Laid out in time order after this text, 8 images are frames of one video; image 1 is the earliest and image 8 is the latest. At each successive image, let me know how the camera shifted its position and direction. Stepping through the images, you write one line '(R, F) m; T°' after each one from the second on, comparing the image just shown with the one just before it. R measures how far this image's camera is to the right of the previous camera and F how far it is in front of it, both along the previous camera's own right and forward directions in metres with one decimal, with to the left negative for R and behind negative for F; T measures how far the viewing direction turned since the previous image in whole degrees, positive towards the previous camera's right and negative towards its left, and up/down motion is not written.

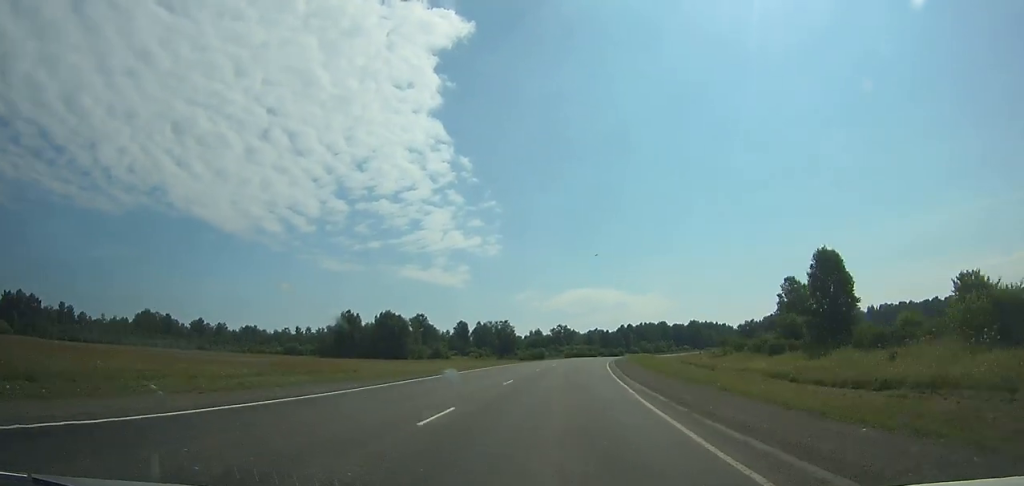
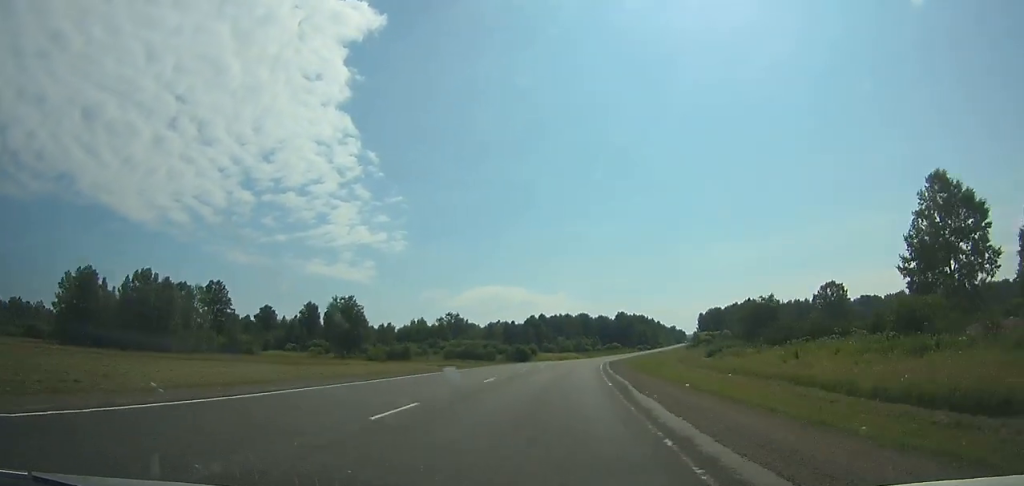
(+6.4, +96.8) m; +9°
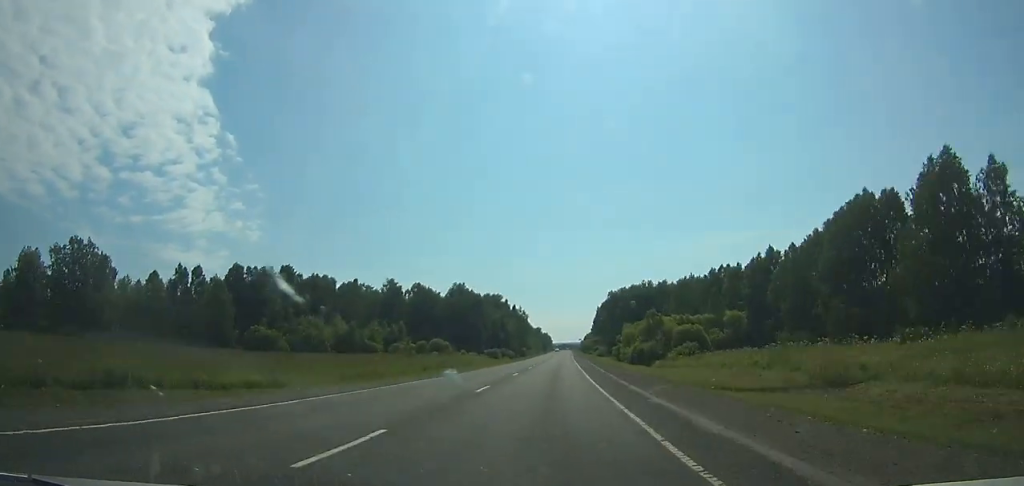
(+22.4, +170.9) m; +12°
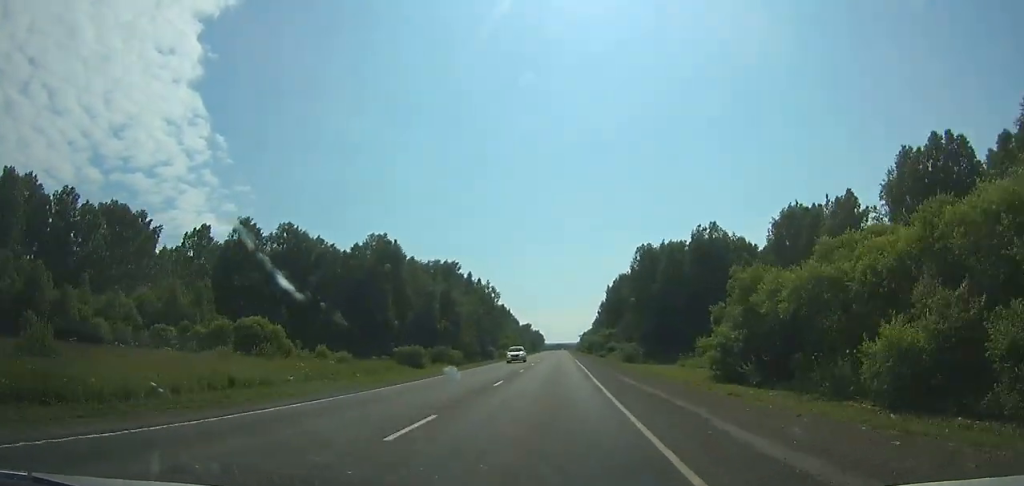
(+2.1, +82.8) m; +2°
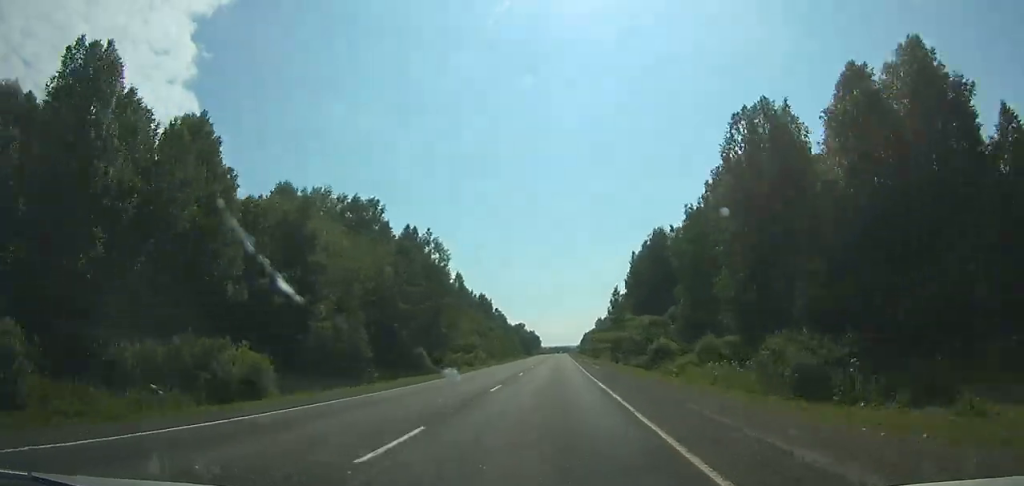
(+0.2, +62.2) m; 0°
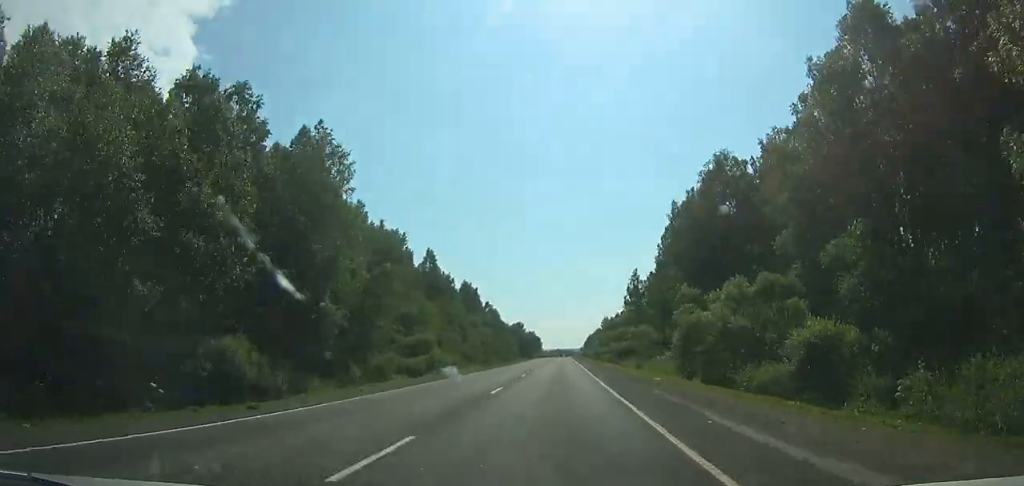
(0.0, +37.3) m; 0°
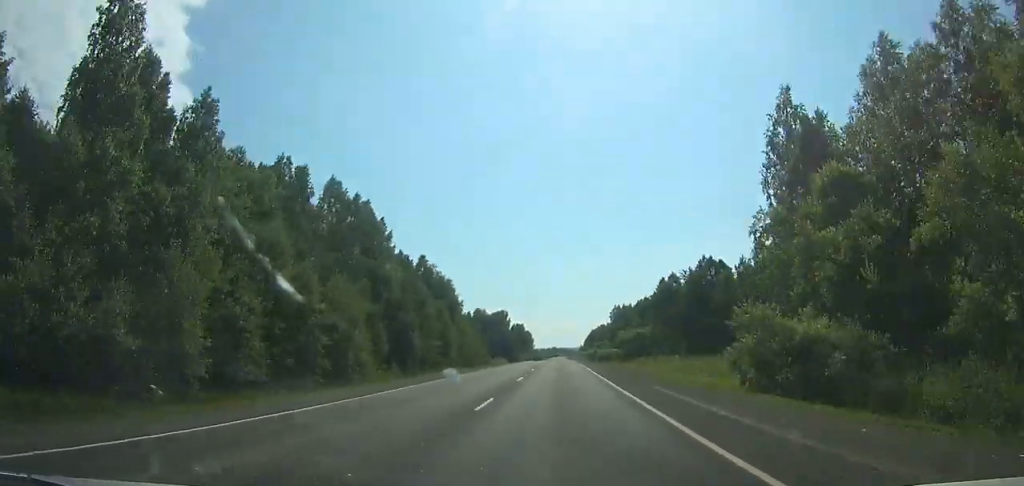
(+0.1, +90.1) m; 0°
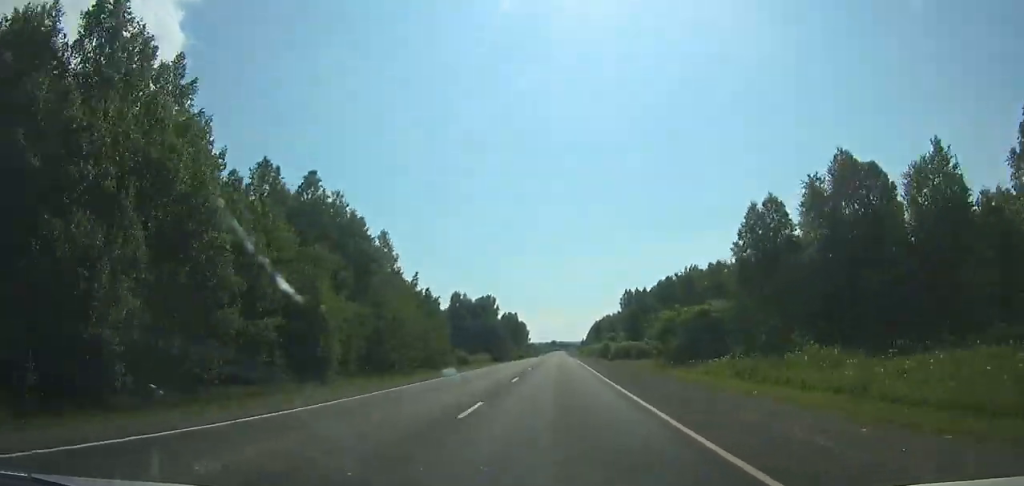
(+0.1, +49.9) m; 0°
